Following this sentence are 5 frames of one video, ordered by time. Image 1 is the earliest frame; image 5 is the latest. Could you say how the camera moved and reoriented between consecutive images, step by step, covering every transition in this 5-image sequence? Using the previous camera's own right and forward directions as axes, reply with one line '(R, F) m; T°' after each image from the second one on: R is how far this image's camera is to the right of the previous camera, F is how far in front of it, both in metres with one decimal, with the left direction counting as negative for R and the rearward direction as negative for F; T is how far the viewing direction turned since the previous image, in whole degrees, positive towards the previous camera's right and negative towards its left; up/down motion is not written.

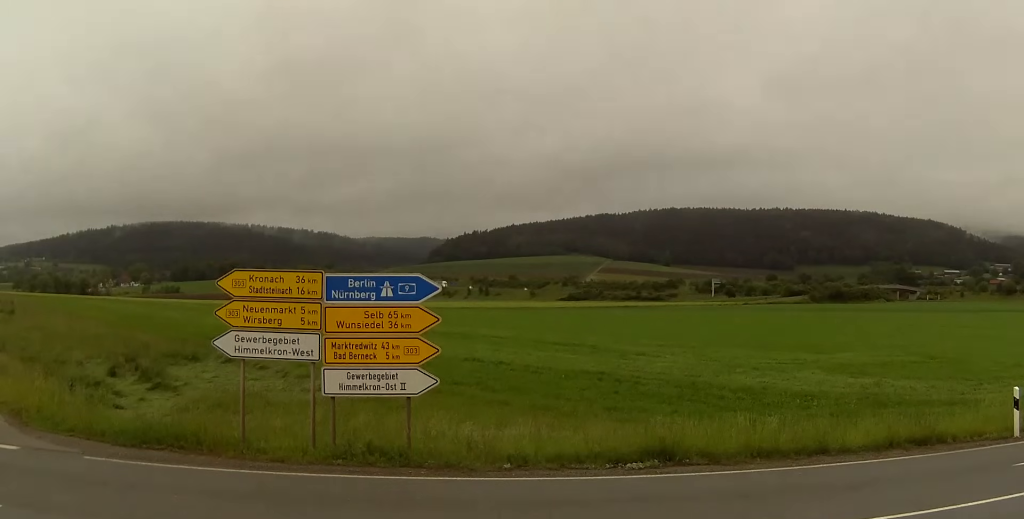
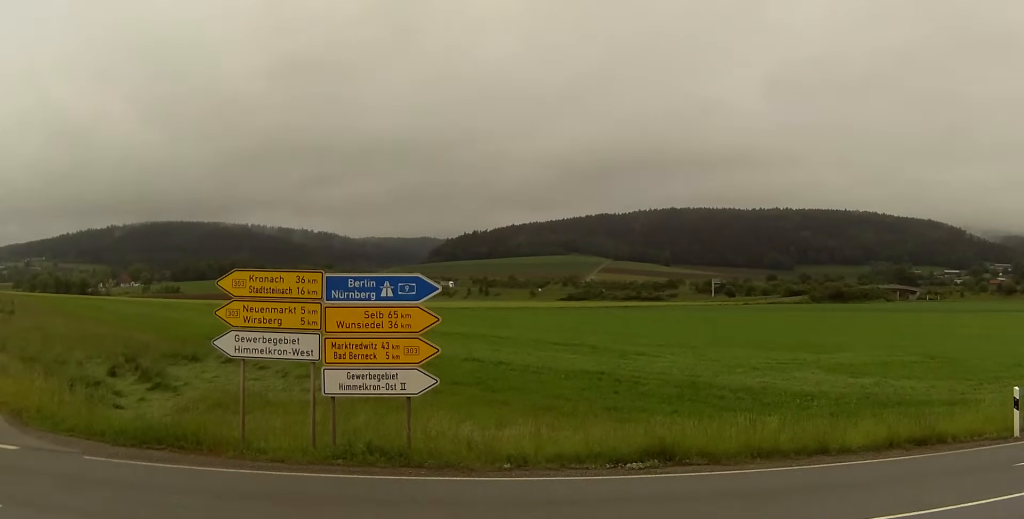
(0.0, 0.0) m; 0°
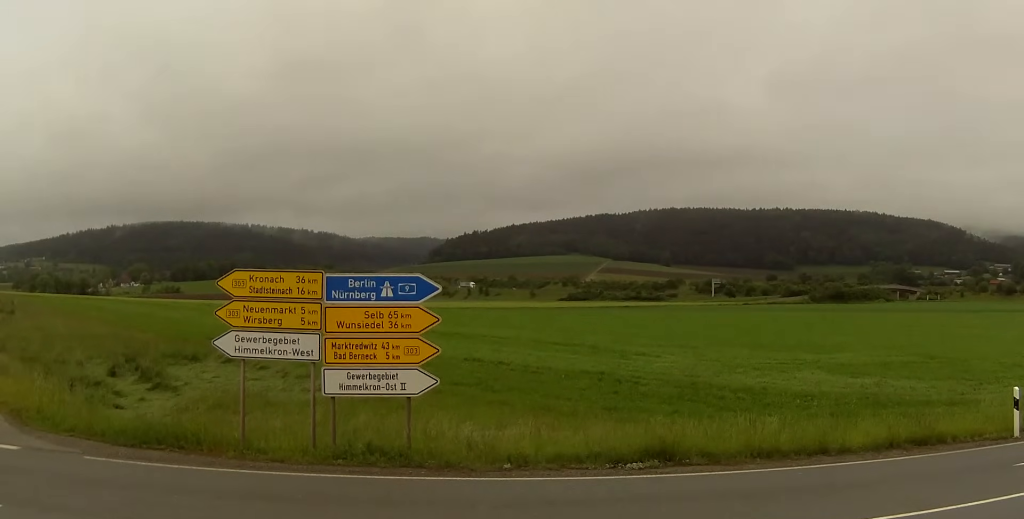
(0.0, 0.0) m; 0°
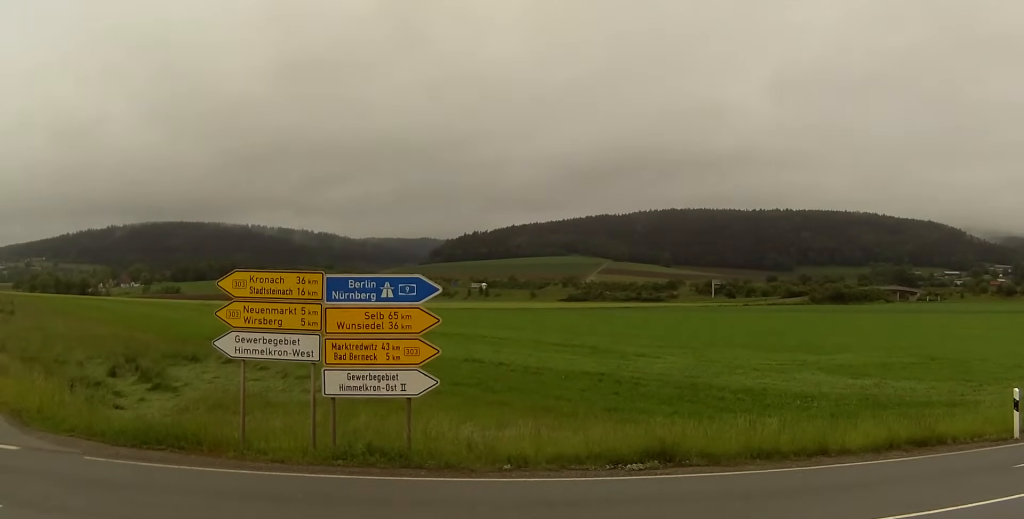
(0.0, 0.0) m; 0°
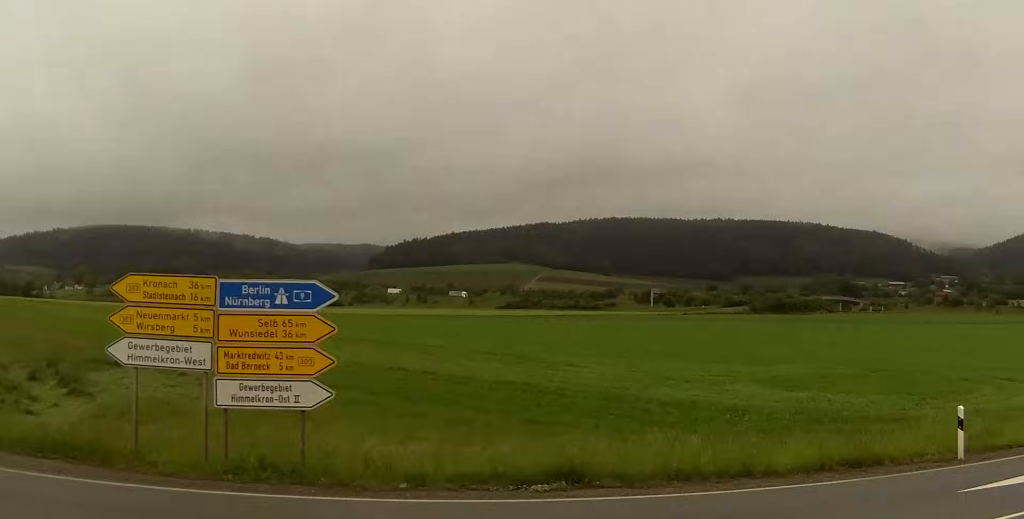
(+0.1, +0.2) m; +2°
